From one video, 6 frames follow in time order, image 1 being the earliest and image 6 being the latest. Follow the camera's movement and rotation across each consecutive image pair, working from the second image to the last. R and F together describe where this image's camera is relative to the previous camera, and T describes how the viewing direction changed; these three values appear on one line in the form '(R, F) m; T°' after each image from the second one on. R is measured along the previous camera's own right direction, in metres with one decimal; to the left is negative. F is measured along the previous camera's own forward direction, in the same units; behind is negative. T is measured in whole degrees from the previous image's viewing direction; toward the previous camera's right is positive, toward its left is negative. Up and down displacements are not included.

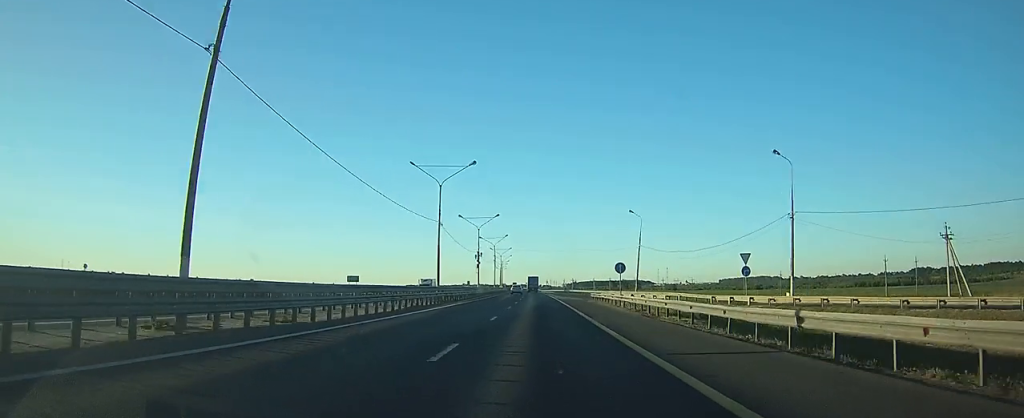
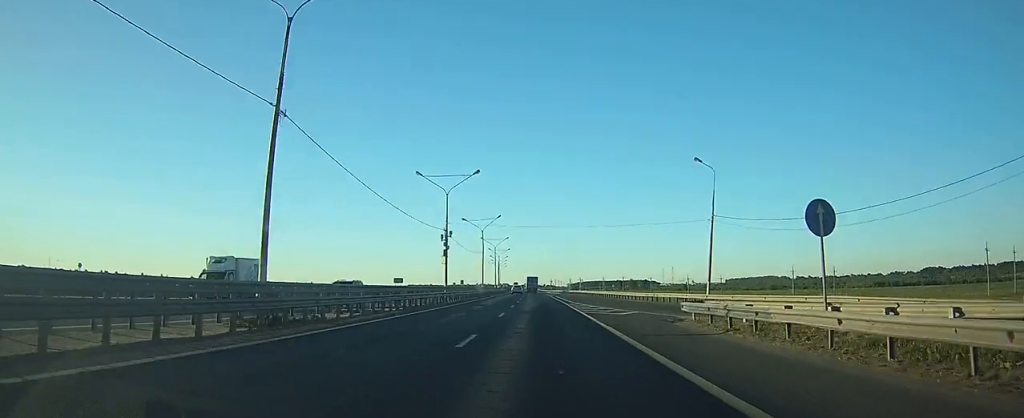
(0.0, +33.7) m; 0°
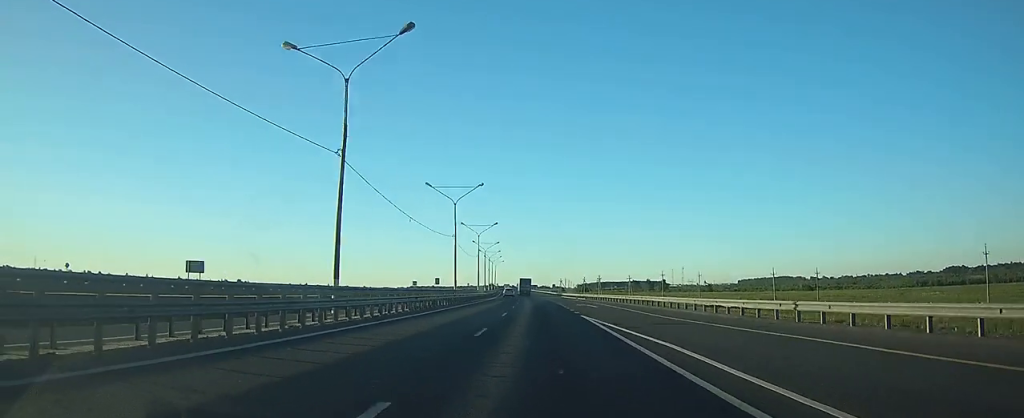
(-0.1, +68.8) m; 0°
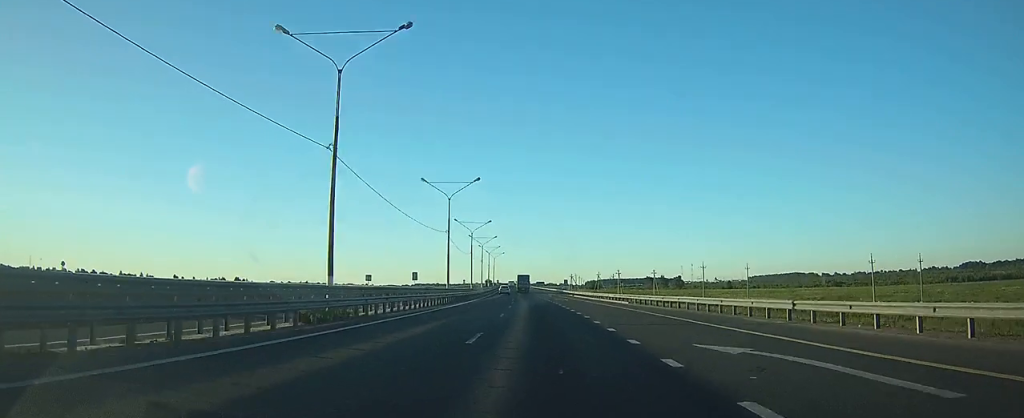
(0.0, +37.9) m; 0°
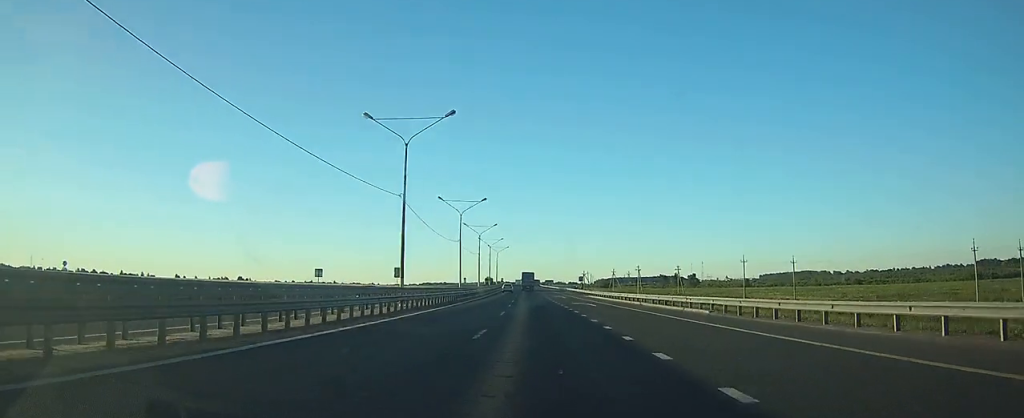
(0.0, +22.8) m; 0°
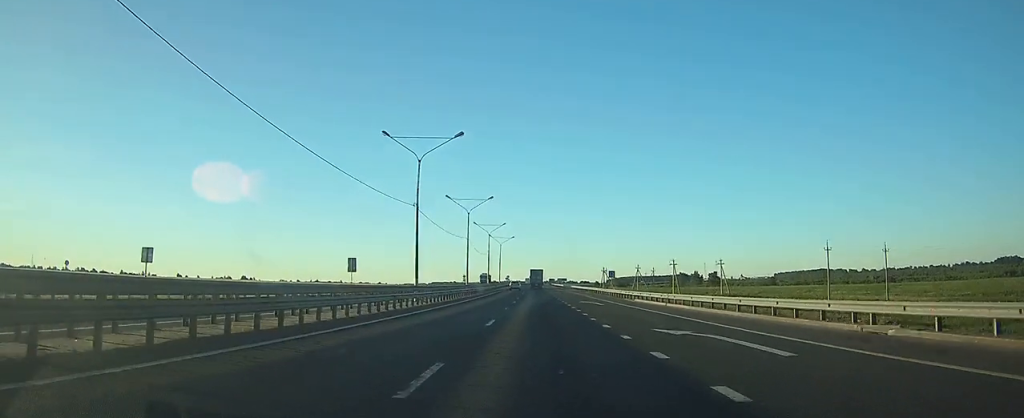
(-0.3, +31.5) m; -1°
